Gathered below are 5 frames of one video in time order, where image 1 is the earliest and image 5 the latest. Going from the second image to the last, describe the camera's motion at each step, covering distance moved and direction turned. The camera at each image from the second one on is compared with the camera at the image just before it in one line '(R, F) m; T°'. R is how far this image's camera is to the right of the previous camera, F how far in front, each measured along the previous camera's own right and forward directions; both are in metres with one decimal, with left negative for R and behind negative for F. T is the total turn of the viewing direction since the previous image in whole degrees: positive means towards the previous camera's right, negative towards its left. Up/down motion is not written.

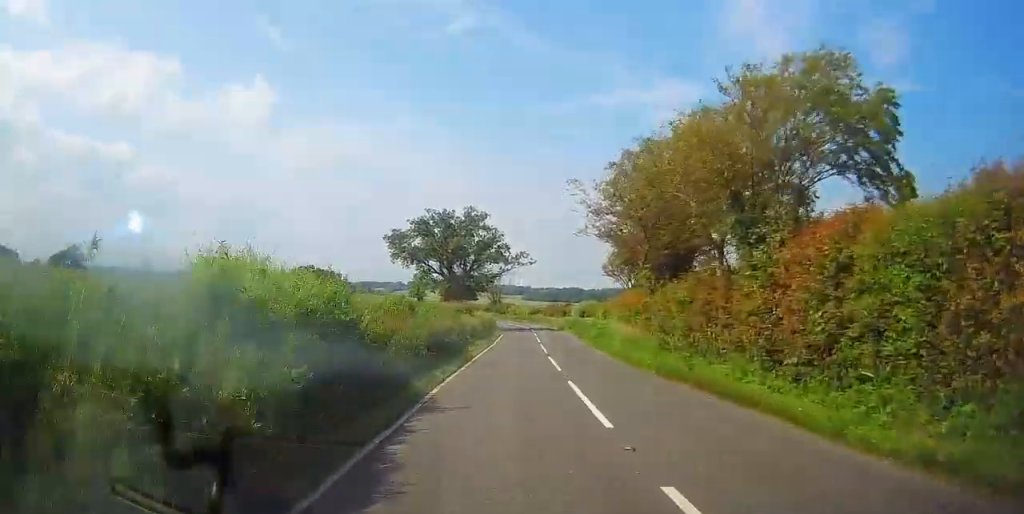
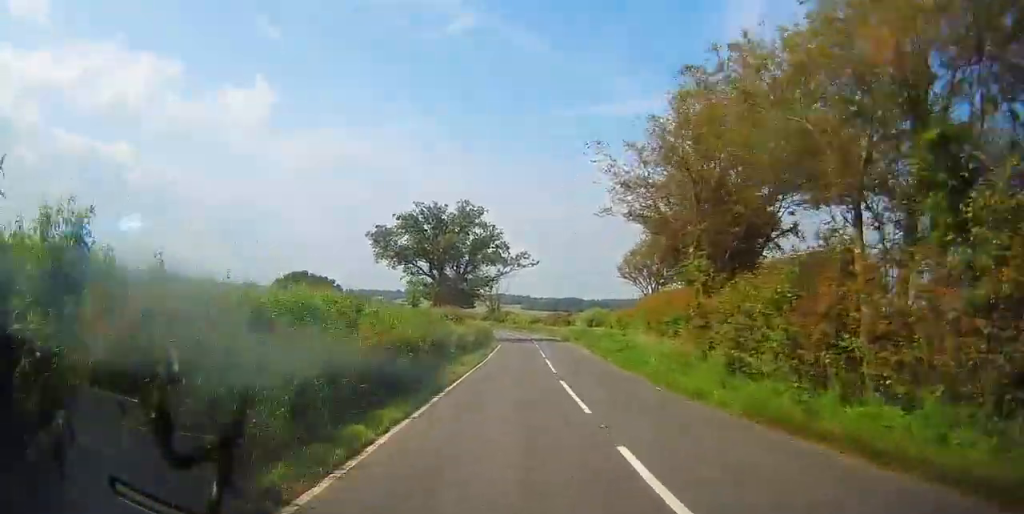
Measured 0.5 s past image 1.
(+0.1, +7.3) m; 0°
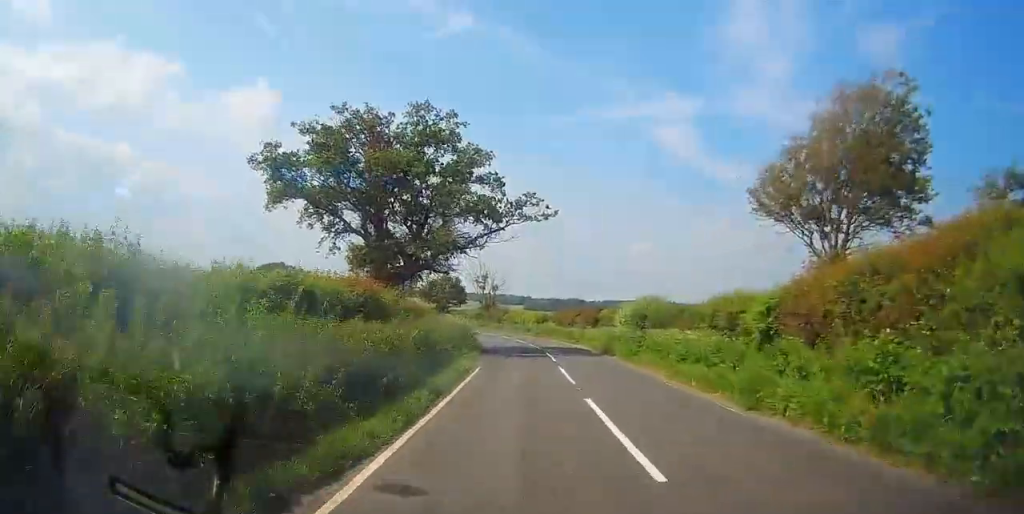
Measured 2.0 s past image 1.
(0.0, +24.0) m; 0°
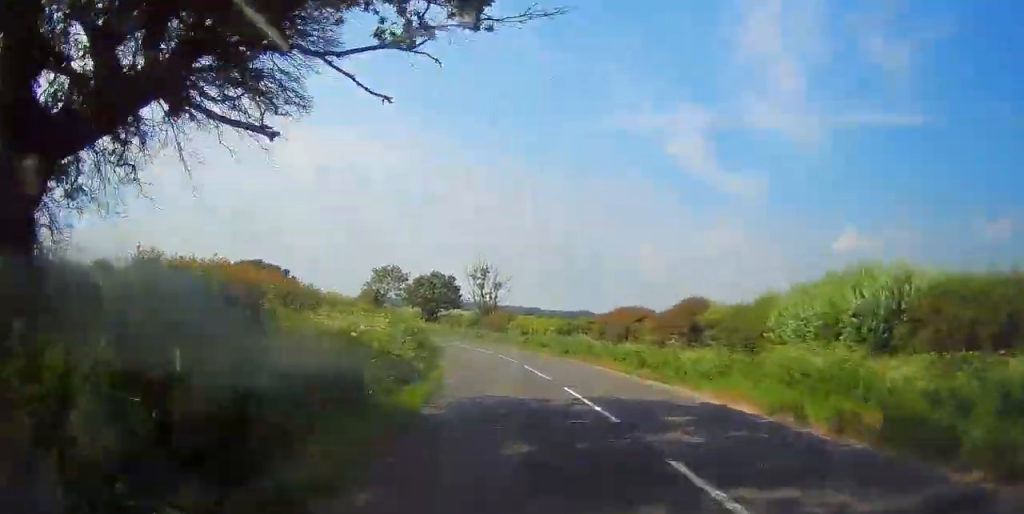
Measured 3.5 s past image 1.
(-0.2, +24.3) m; -3°
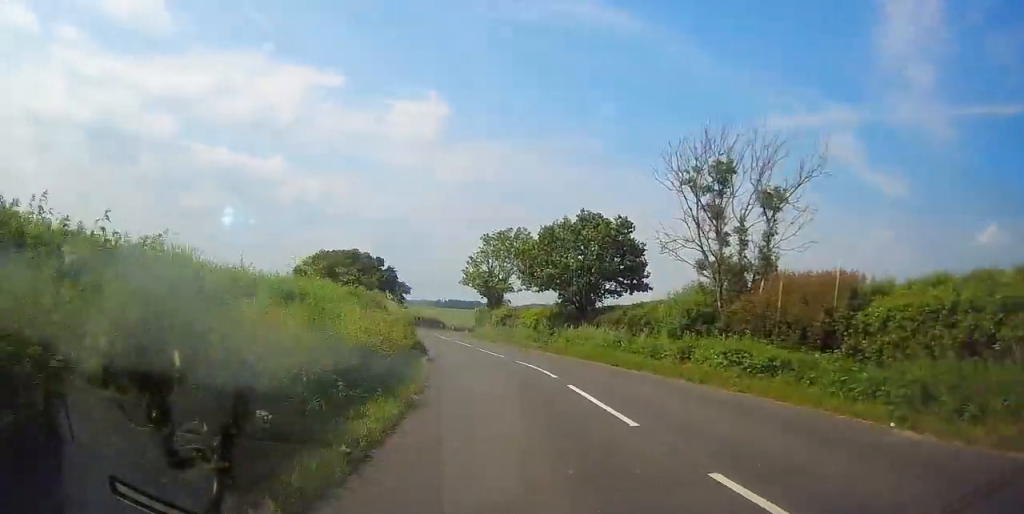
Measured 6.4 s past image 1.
(-5.5, +44.4) m; -11°
